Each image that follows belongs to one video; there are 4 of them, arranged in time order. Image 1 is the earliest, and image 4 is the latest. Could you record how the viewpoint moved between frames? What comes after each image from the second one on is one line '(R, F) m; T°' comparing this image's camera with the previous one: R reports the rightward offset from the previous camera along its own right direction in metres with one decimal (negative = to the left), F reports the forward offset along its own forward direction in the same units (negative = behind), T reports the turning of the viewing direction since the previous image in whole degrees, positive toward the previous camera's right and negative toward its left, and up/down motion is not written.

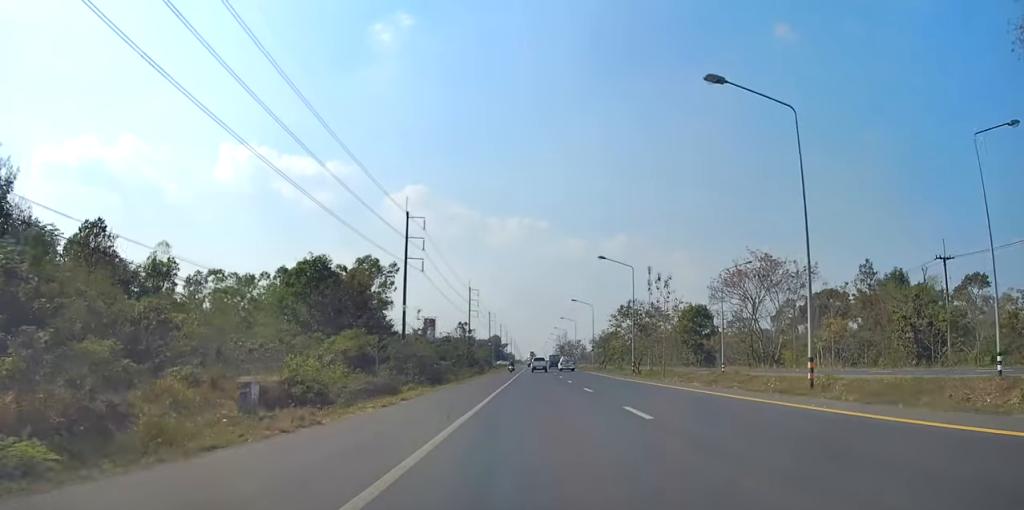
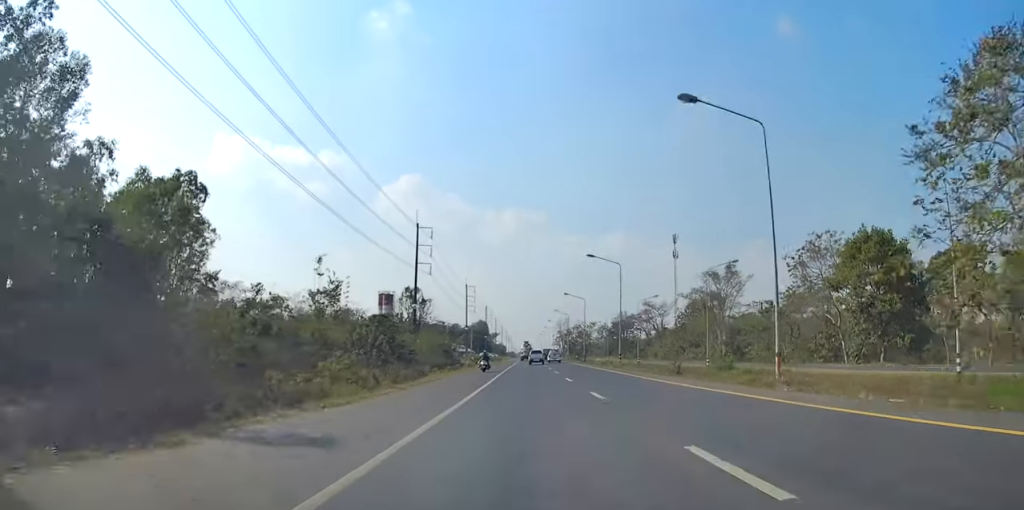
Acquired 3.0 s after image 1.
(+0.1, +68.1) m; +1°
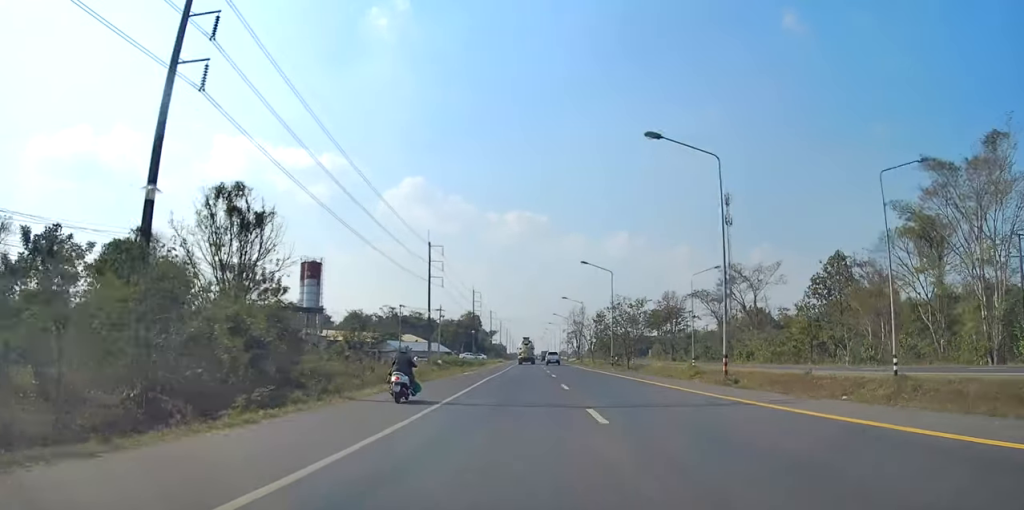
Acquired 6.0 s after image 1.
(+0.4, +66.2) m; 0°
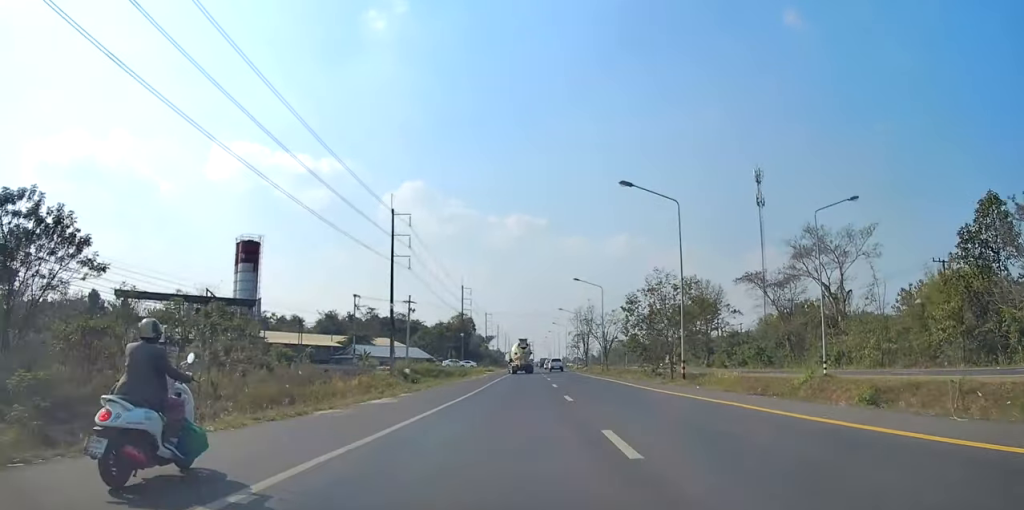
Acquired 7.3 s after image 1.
(-0.2, +28.6) m; +1°
